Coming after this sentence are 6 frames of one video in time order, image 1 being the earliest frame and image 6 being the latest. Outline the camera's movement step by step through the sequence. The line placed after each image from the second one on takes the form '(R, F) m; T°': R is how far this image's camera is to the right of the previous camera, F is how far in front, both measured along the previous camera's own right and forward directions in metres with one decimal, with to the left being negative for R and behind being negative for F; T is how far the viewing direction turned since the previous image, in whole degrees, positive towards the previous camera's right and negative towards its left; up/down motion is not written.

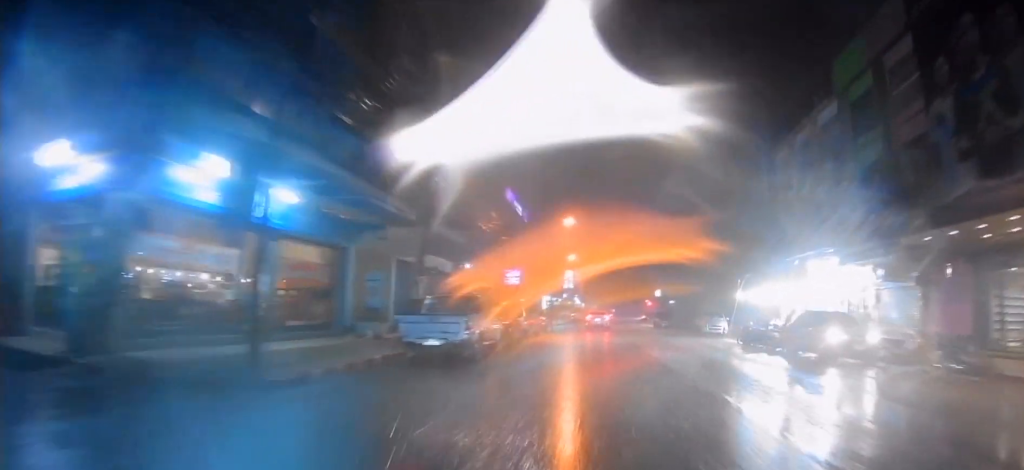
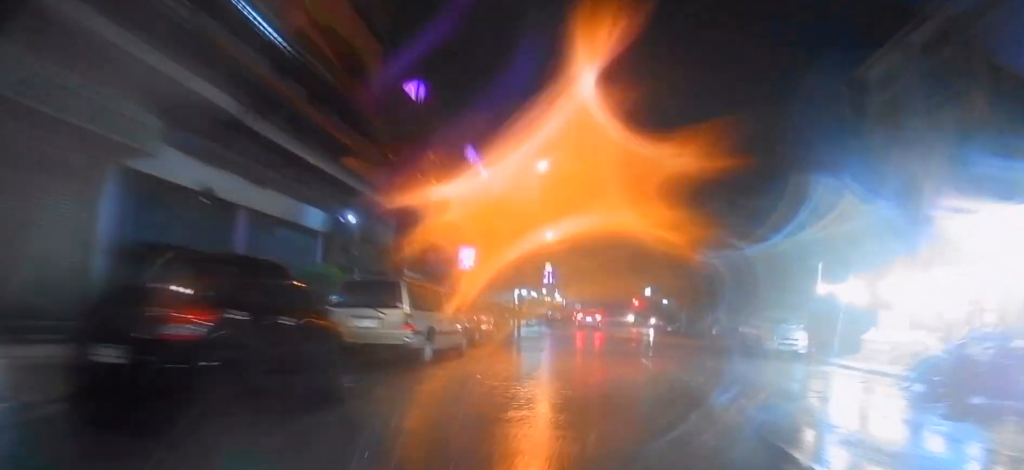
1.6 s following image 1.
(-0.1, +15.1) m; 0°
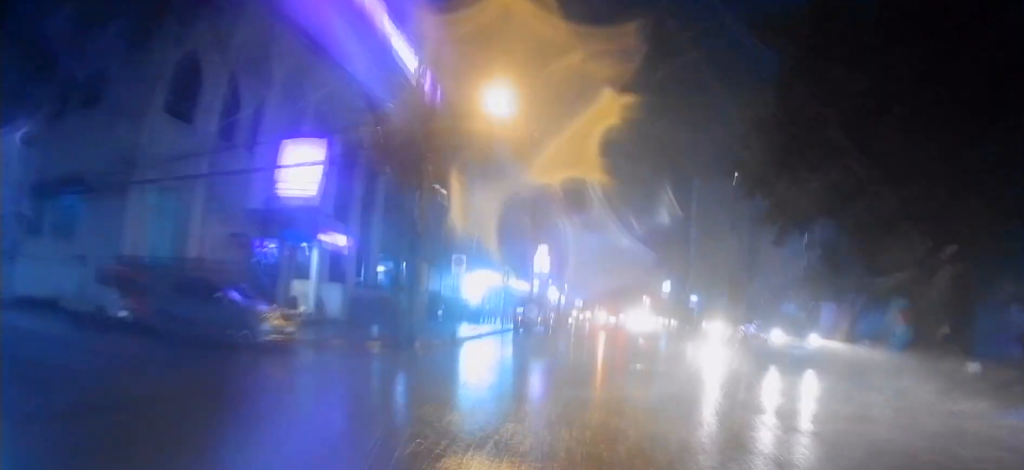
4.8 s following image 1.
(-0.8, +27.4) m; -2°
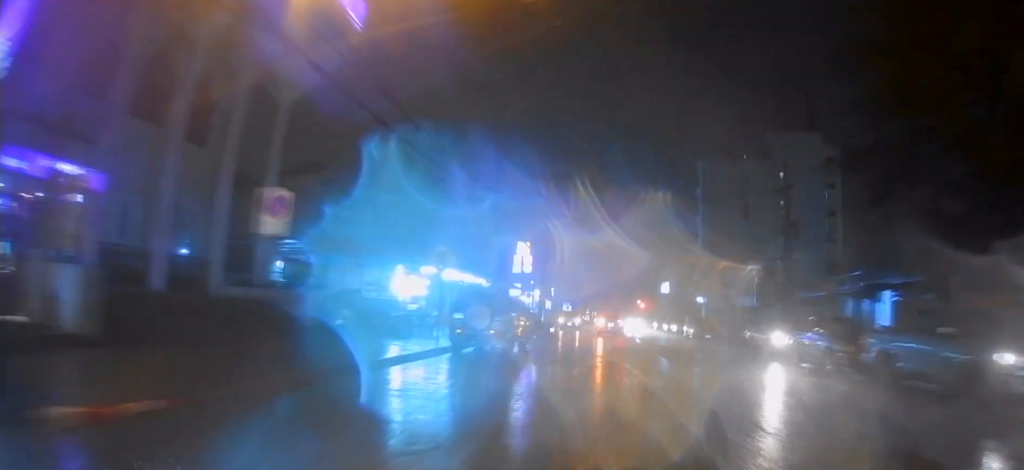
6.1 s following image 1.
(+0.3, +11.0) m; +2°
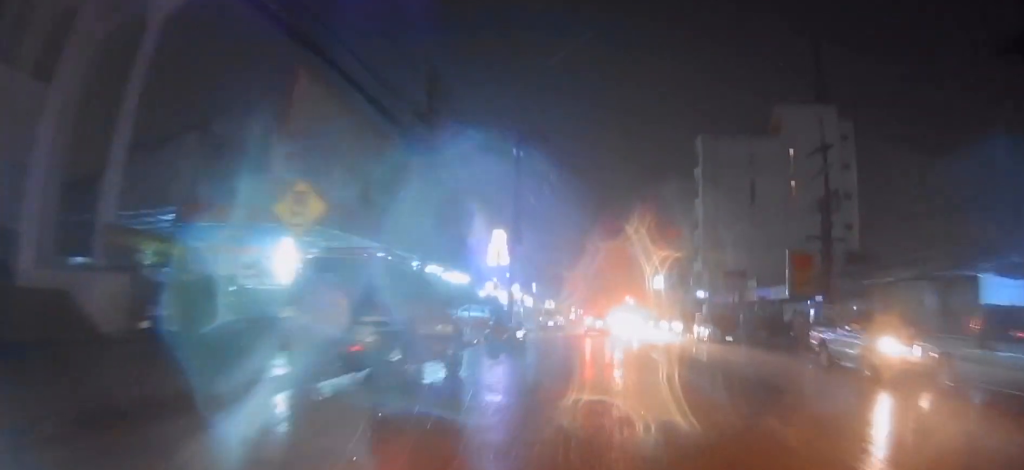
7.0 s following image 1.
(-0.1, +8.8) m; 0°
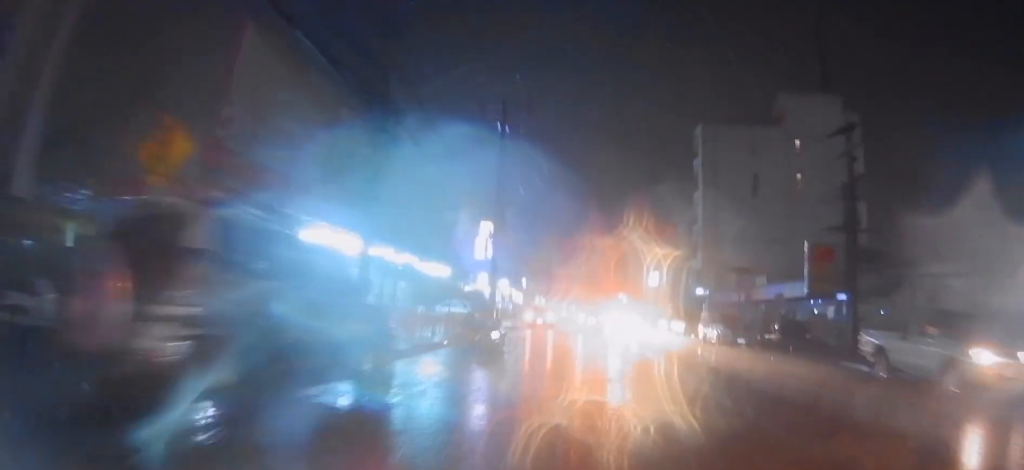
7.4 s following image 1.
(0.0, +3.7) m; 0°
